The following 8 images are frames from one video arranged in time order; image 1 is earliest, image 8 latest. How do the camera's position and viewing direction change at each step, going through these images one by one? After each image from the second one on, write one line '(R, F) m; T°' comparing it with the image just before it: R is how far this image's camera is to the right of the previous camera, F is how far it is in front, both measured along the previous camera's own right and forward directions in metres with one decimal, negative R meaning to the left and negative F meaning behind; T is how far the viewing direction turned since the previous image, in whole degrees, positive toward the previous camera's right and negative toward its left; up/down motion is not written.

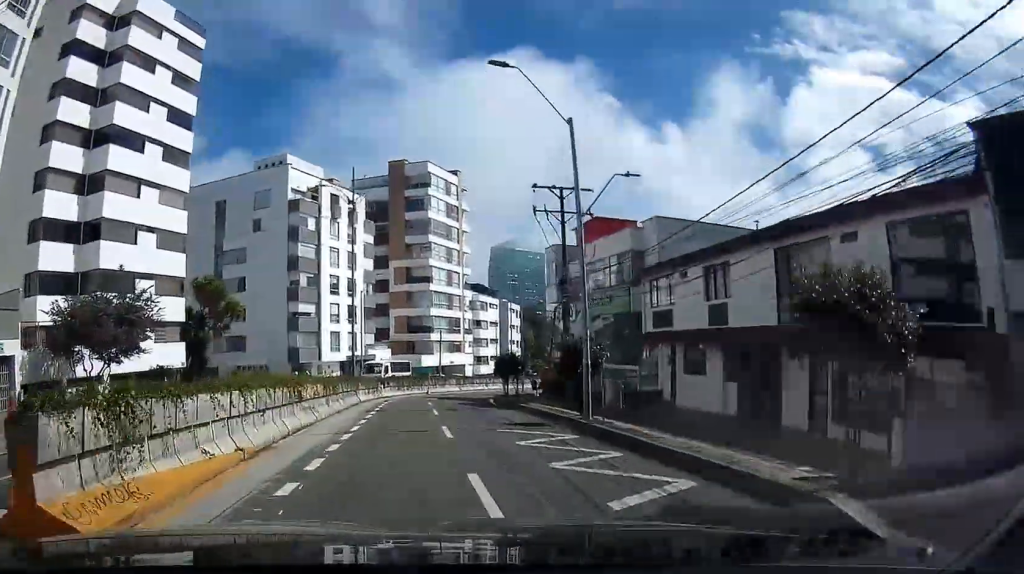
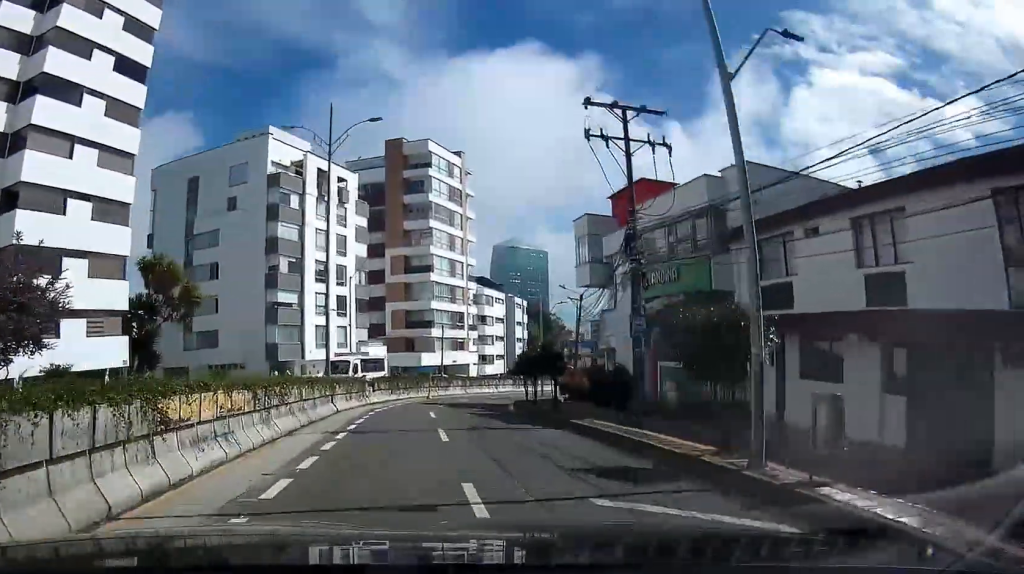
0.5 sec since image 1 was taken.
(-0.3, +8.8) m; 0°
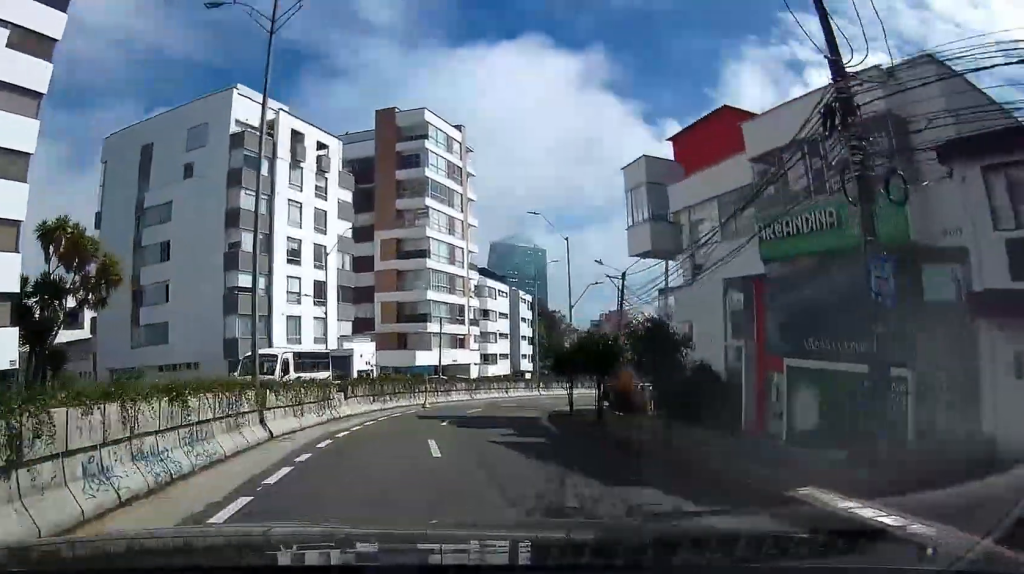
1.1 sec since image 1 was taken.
(+0.1, +10.3) m; +1°
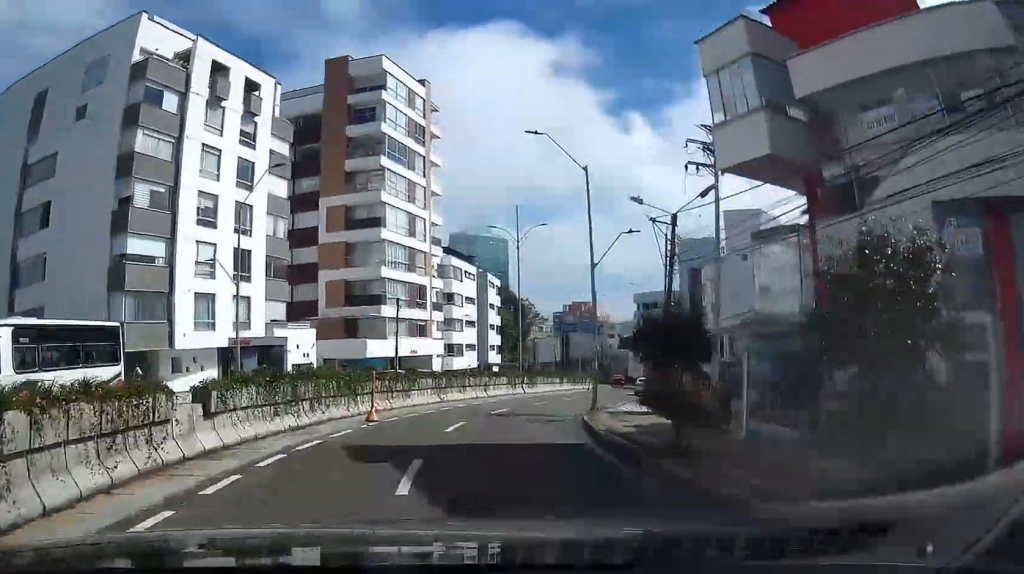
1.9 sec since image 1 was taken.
(+0.3, +12.1) m; +3°
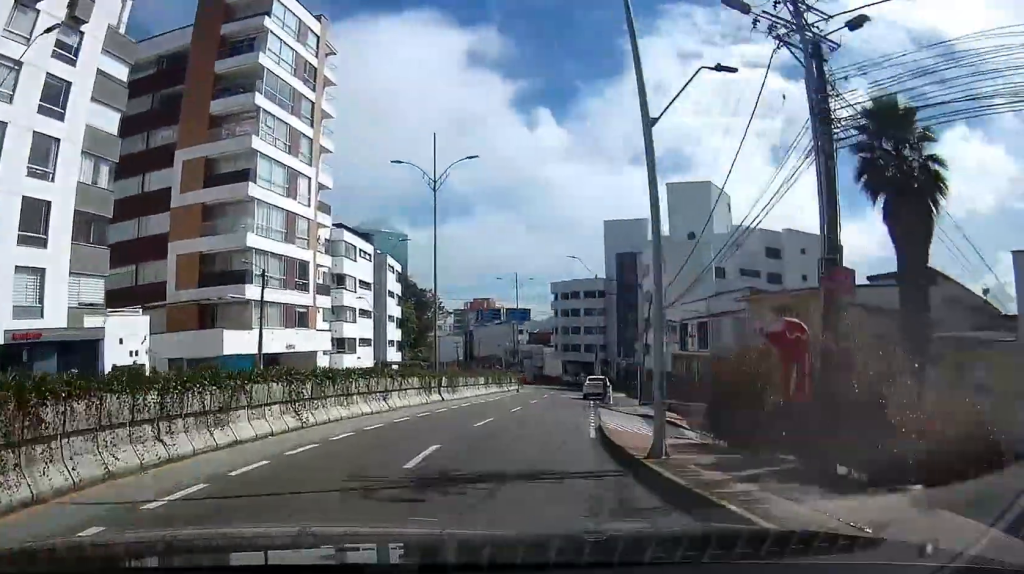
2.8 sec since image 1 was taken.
(+0.2, +14.2) m; +7°
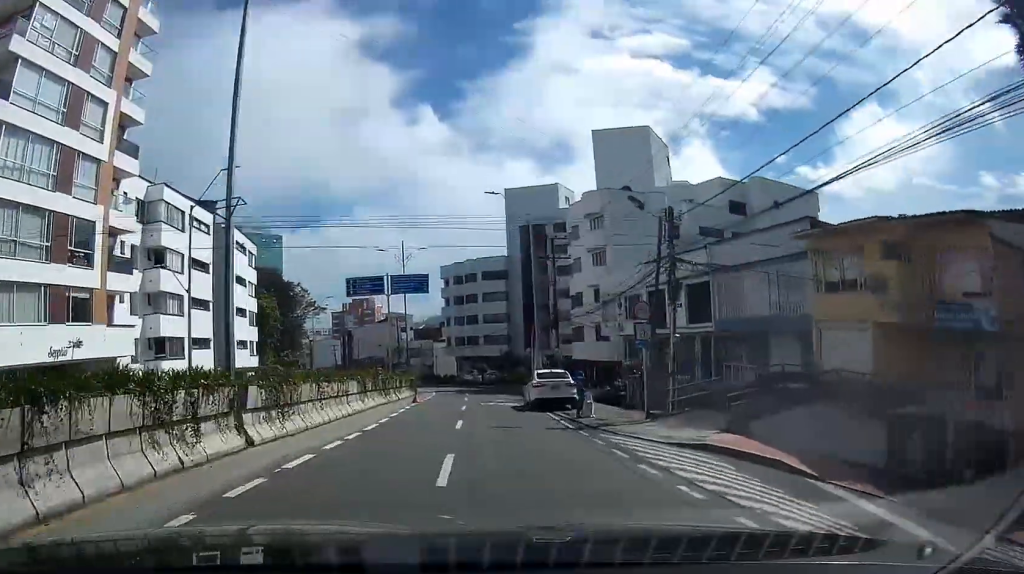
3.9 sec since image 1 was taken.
(+2.4, +17.5) m; +12°
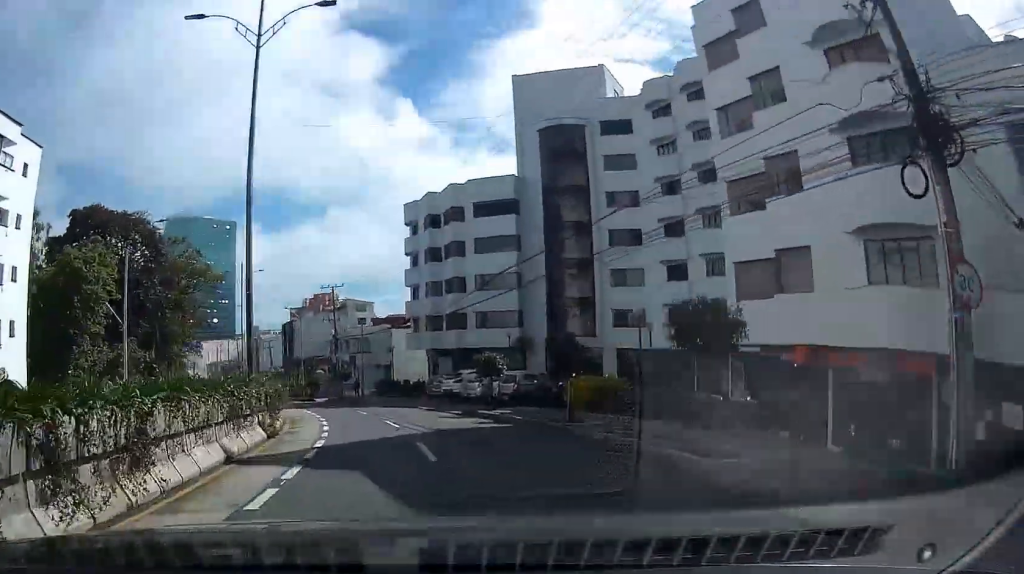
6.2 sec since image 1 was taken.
(+1.7, +37.8) m; 0°
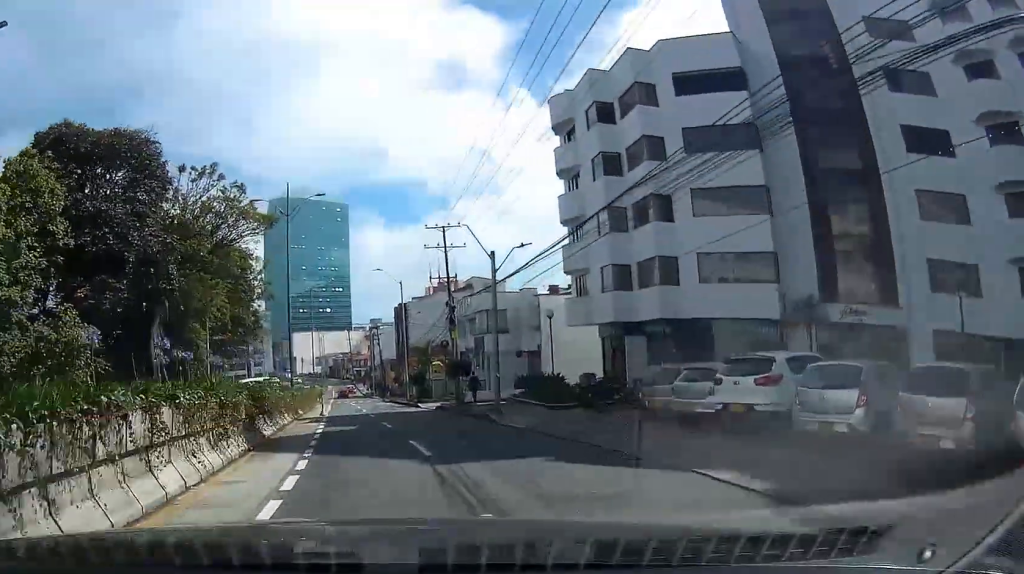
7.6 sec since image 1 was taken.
(-0.7, +23.0) m; -6°
